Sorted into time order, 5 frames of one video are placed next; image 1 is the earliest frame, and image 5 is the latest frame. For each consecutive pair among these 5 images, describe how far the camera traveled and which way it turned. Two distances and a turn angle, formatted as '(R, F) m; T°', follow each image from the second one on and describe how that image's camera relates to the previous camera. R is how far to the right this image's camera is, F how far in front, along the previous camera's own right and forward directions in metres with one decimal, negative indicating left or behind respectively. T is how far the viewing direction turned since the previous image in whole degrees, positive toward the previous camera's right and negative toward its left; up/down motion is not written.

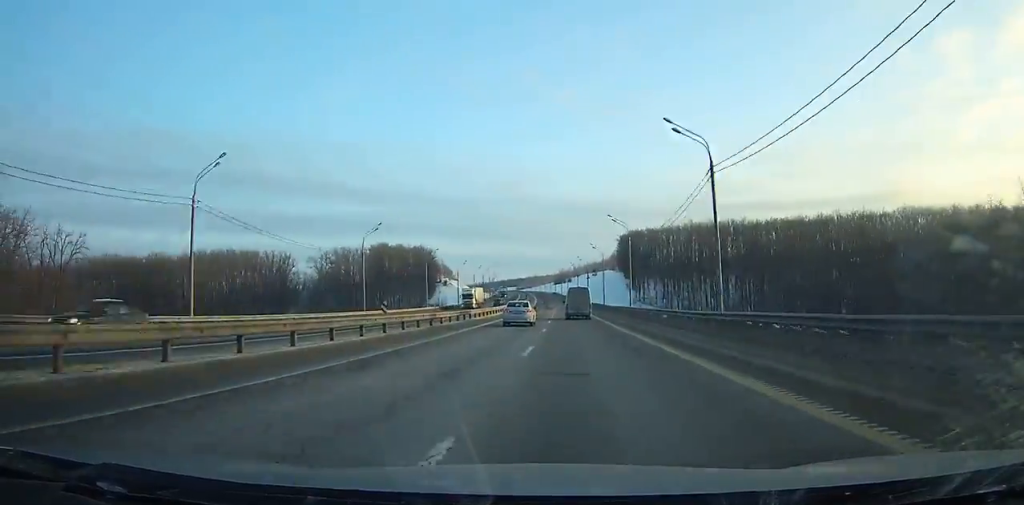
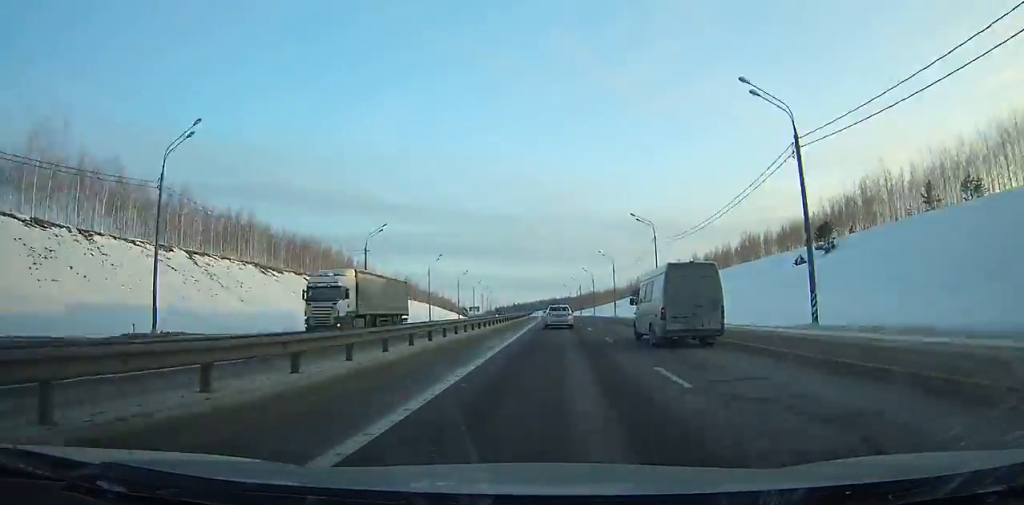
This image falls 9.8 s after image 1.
(-14.7, +302.9) m; -5°
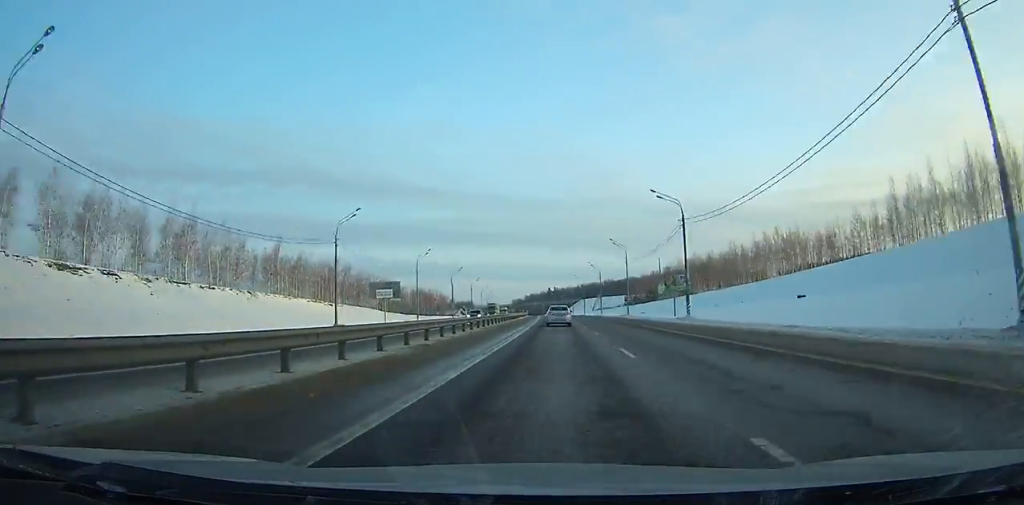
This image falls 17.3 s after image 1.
(-8.4, +232.5) m; -4°
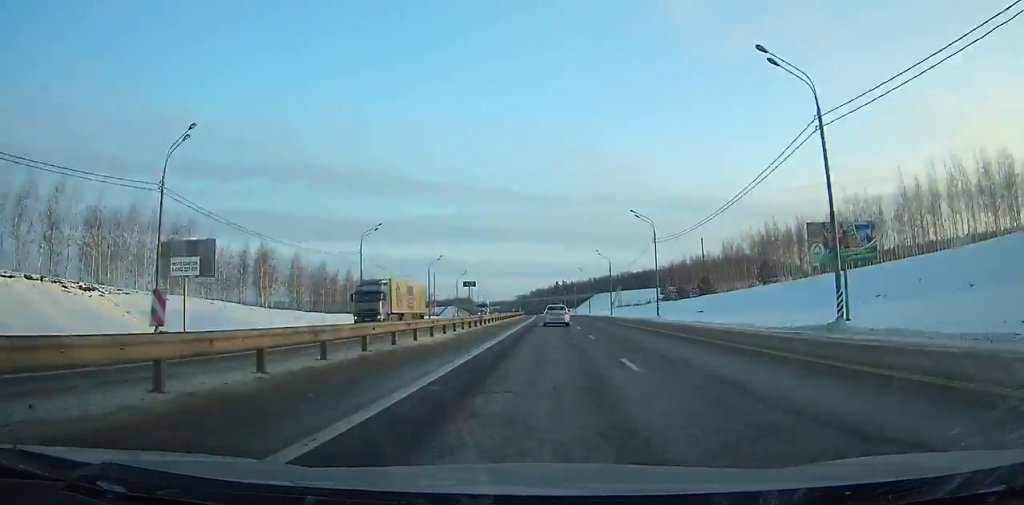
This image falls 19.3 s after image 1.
(-0.5, +62.3) m; -1°
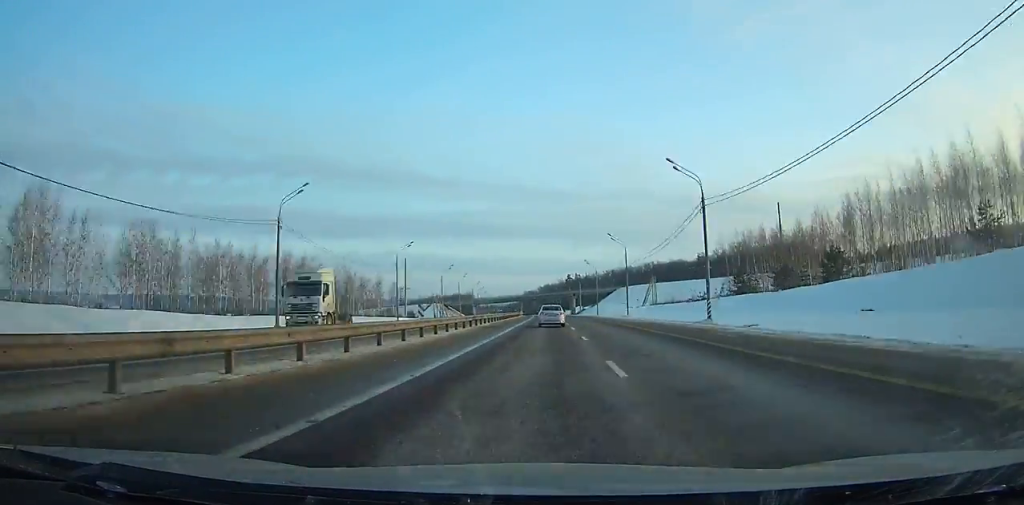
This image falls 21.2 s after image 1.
(-0.3, +59.1) m; -1°
